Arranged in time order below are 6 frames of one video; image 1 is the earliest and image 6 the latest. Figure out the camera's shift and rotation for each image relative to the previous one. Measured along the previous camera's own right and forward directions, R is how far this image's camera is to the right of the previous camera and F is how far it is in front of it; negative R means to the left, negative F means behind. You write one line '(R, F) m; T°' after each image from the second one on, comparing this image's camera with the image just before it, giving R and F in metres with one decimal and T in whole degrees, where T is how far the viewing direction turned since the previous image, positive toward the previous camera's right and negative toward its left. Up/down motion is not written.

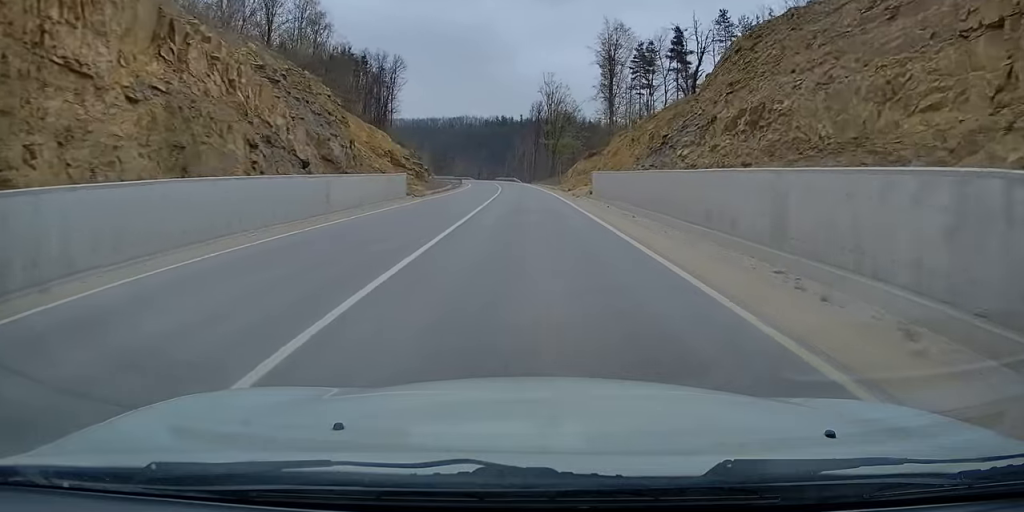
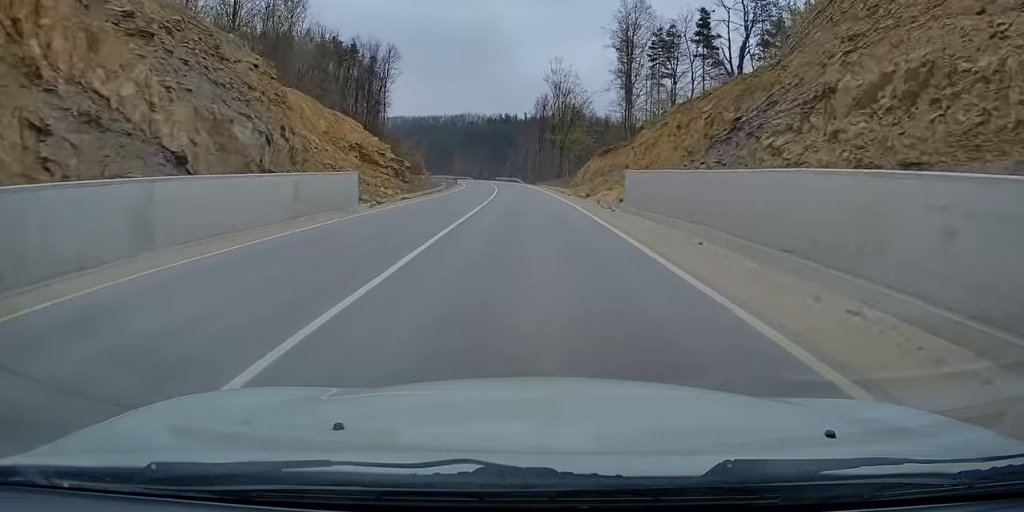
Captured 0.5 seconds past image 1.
(0.0, +14.2) m; 0°
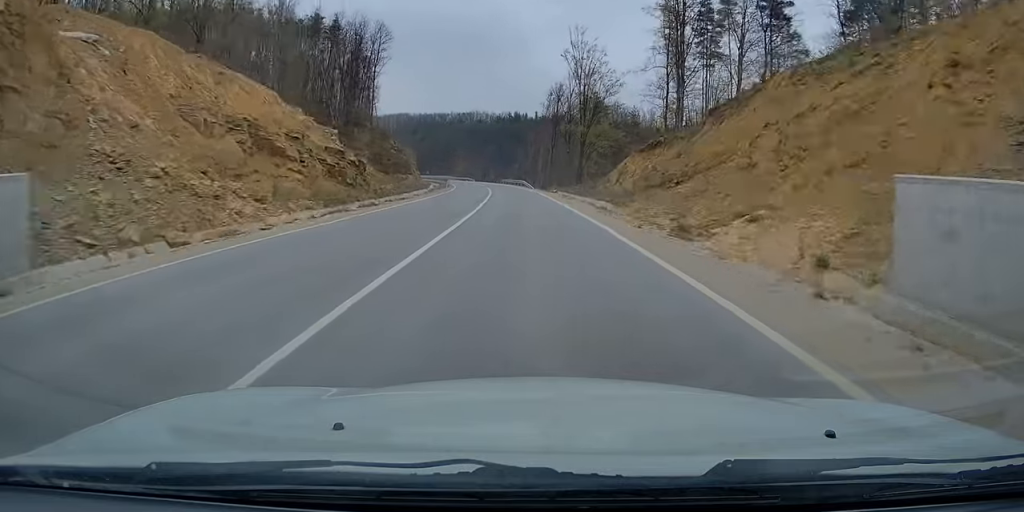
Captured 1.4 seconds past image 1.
(0.0, +23.7) m; -1°
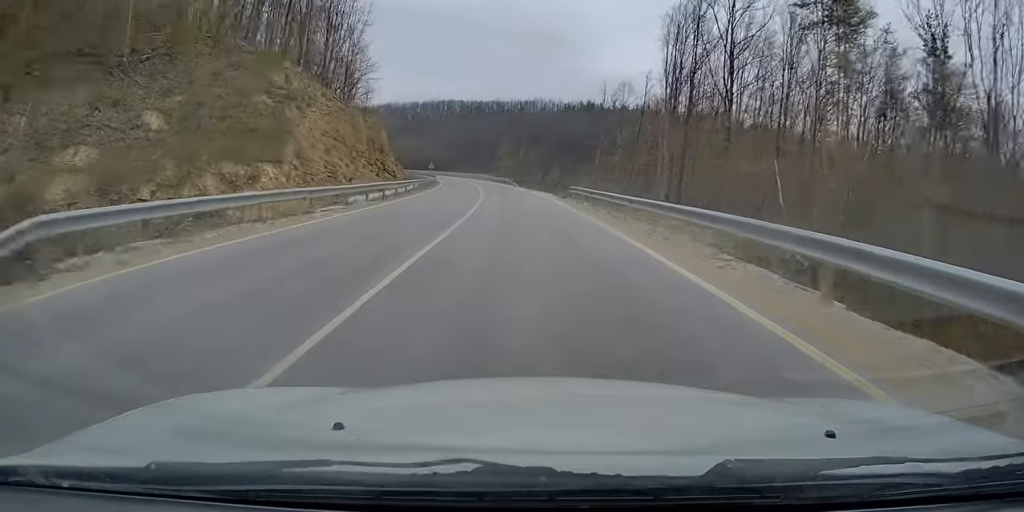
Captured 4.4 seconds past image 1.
(-4.0, +76.4) m; -6°
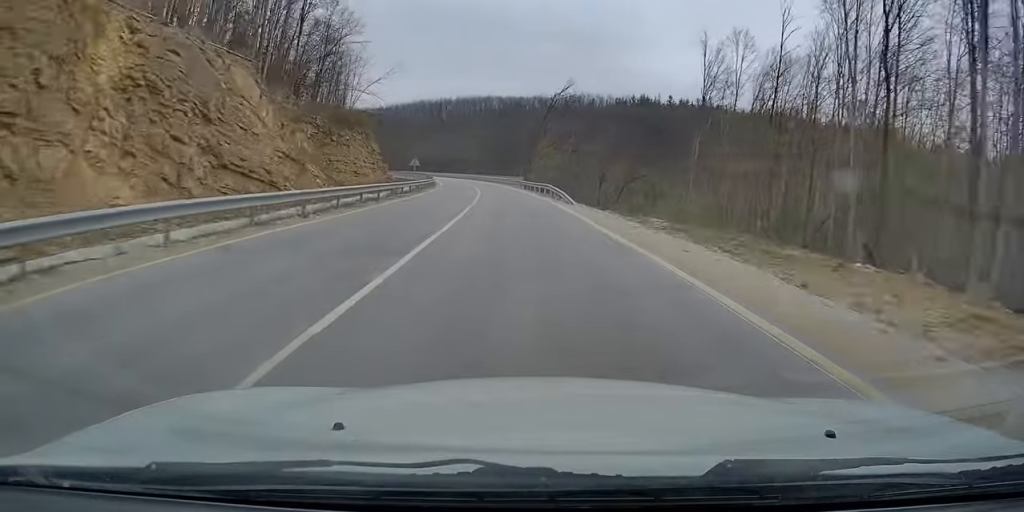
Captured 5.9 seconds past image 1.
(-1.6, +40.2) m; -4°
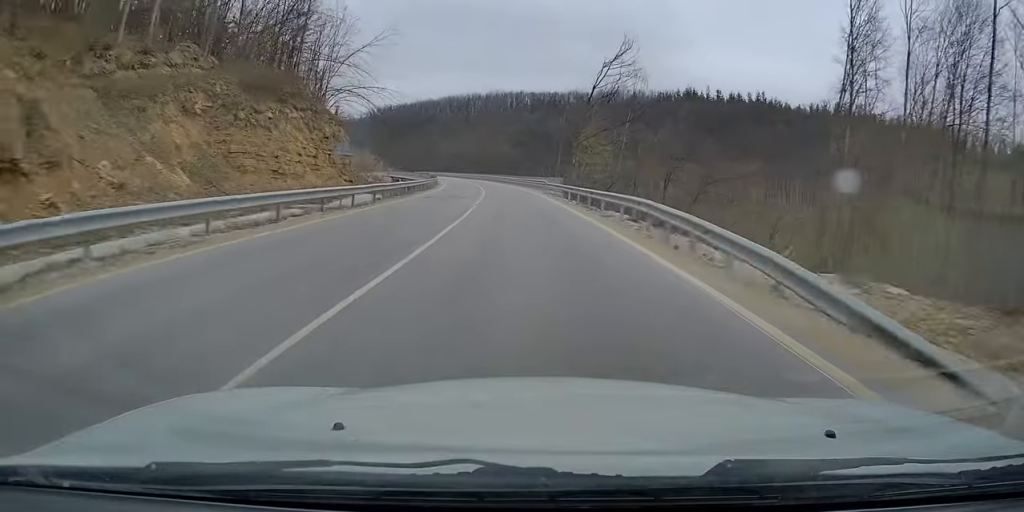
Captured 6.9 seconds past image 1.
(-0.8, +26.7) m; -3°
